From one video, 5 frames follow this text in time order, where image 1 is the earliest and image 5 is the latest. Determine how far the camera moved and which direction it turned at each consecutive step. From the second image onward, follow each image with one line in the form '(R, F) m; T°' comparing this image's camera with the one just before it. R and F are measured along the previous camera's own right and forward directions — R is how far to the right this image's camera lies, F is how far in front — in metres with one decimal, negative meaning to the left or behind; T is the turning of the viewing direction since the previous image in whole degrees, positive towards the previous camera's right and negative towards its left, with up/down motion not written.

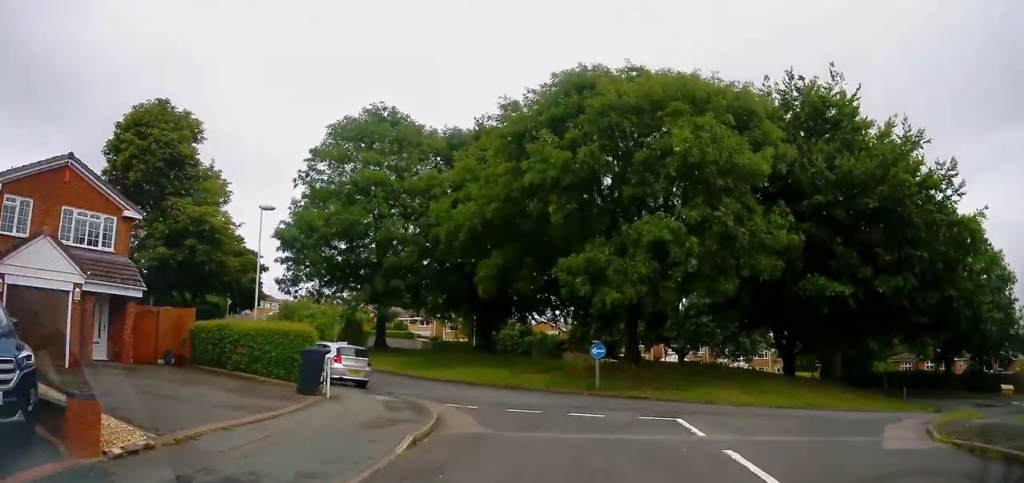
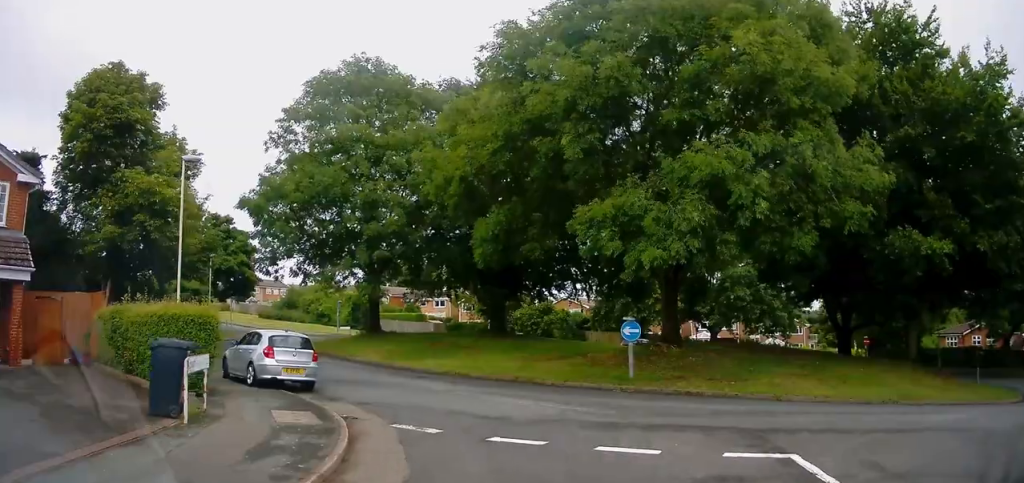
(-0.3, +6.4) m; -6°
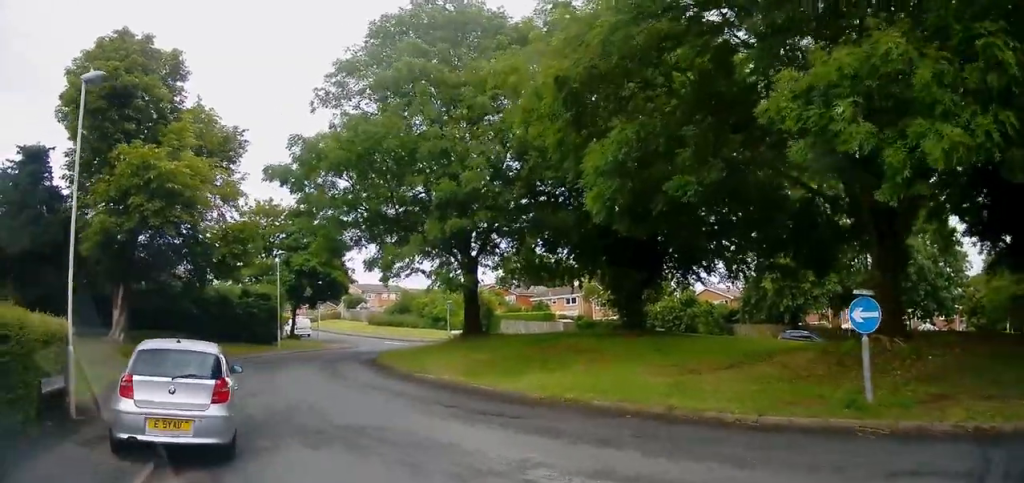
(-1.0, +9.2) m; -17°
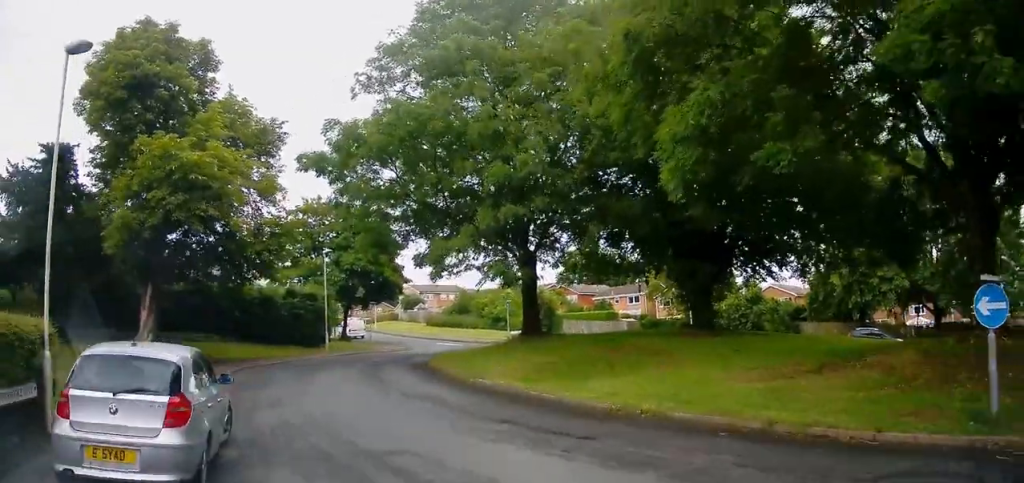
(-0.2, +2.0) m; -5°
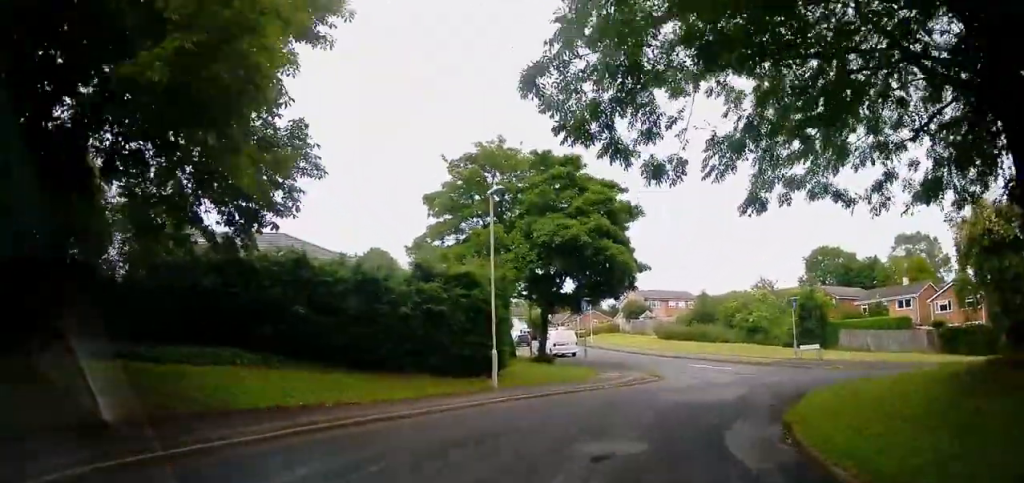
(-4.6, +17.2) m; -18°
